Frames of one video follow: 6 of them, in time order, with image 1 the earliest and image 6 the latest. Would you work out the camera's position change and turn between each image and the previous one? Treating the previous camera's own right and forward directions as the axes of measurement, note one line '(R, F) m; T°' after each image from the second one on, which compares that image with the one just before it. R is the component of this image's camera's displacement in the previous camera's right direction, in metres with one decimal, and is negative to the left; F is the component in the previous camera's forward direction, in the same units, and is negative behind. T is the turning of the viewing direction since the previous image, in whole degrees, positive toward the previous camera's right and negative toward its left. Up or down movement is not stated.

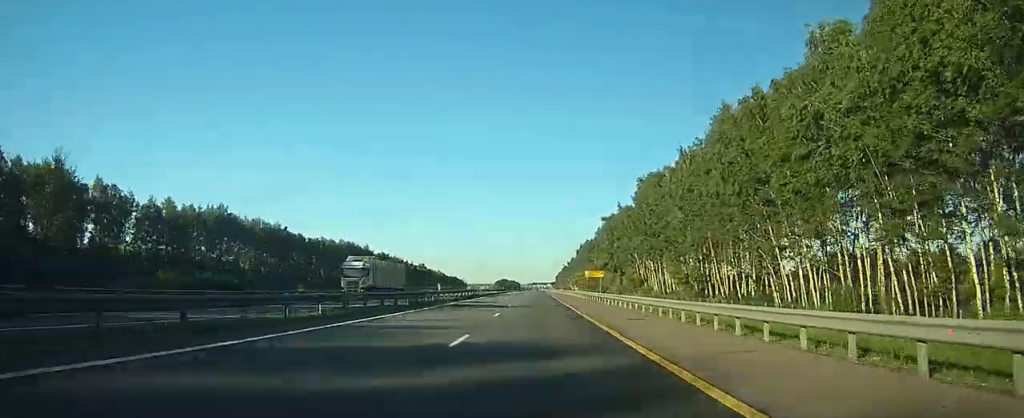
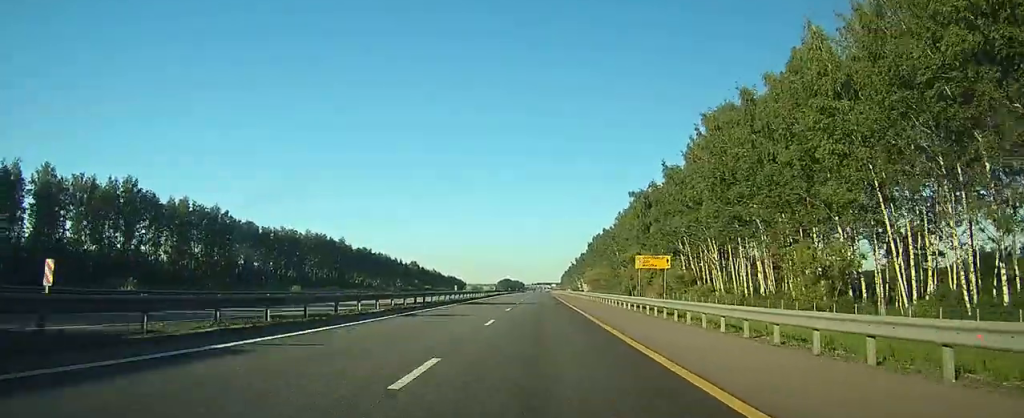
(0.0, +40.7) m; 0°
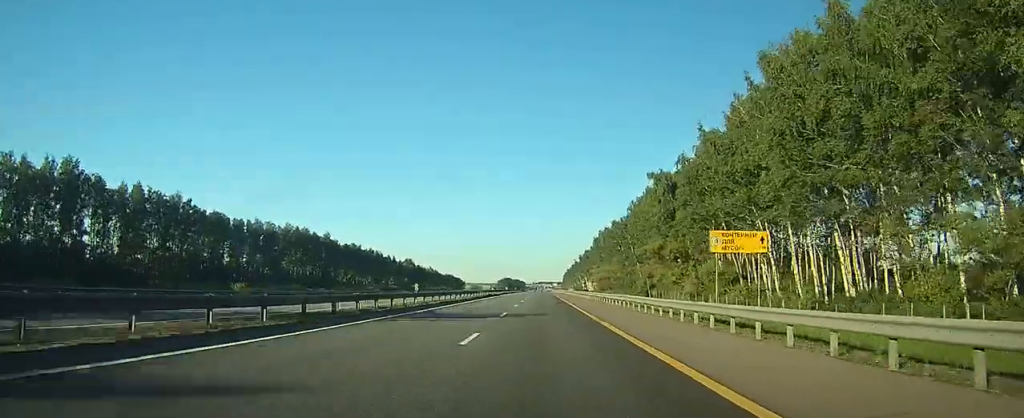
(0.0, +18.7) m; 0°
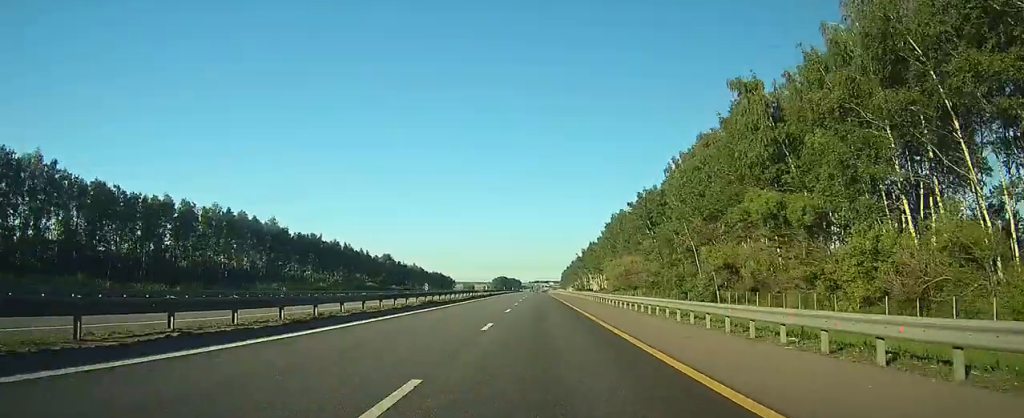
(0.0, +43.7) m; 0°
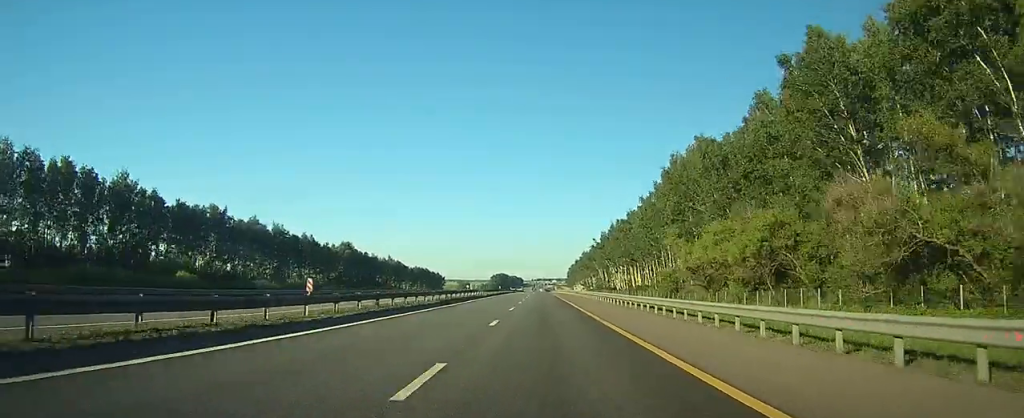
(0.0, +70.3) m; 0°
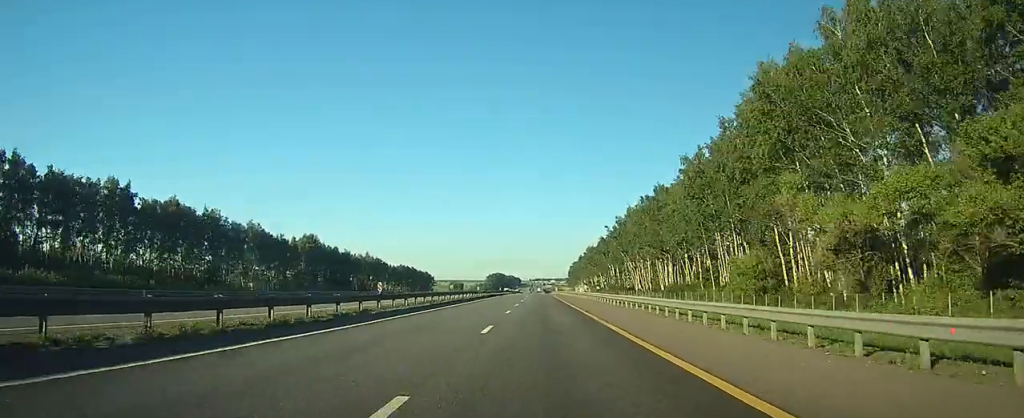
(-0.1, +38.4) m; 0°
